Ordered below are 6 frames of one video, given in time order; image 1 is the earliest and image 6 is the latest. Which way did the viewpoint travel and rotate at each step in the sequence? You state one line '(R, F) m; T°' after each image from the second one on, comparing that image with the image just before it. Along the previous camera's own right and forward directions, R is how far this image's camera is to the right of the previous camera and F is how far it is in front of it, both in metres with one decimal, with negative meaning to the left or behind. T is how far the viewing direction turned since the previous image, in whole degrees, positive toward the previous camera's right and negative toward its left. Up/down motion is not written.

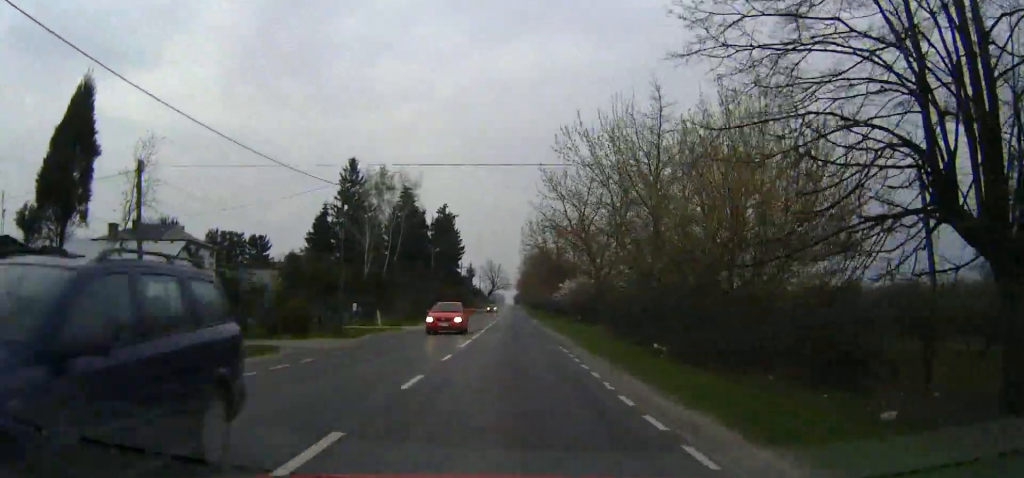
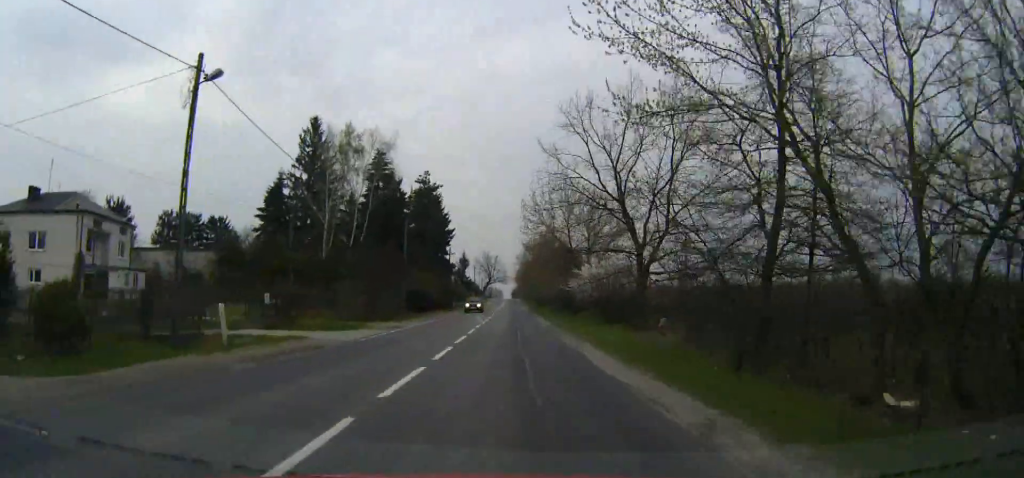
(+0.1, +19.5) m; 0°
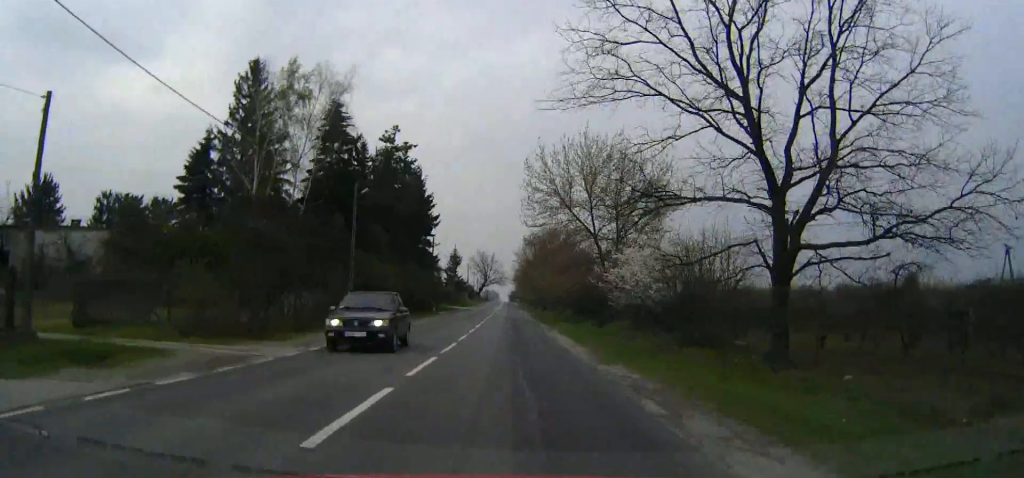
(0.0, +20.7) m; 0°
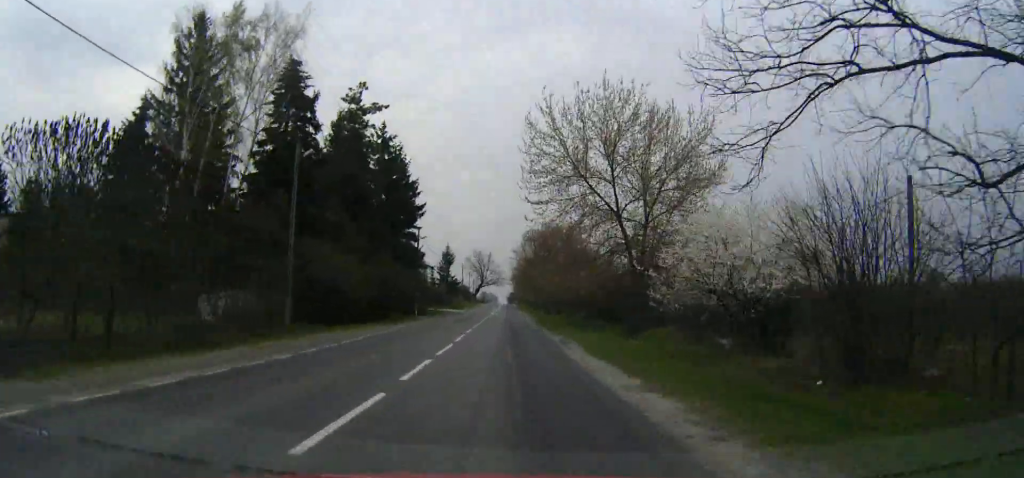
(+0.1, +11.9) m; 0°
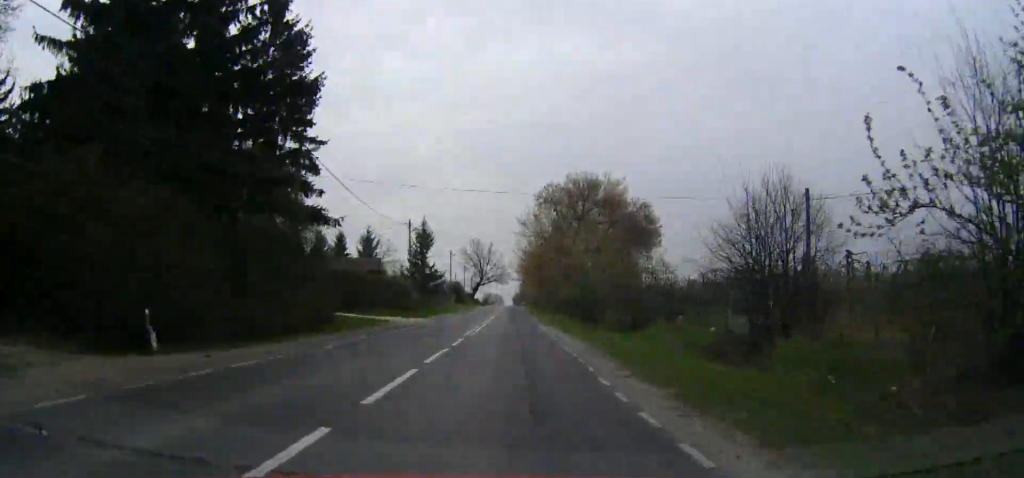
(-0.2, +44.8) m; 0°
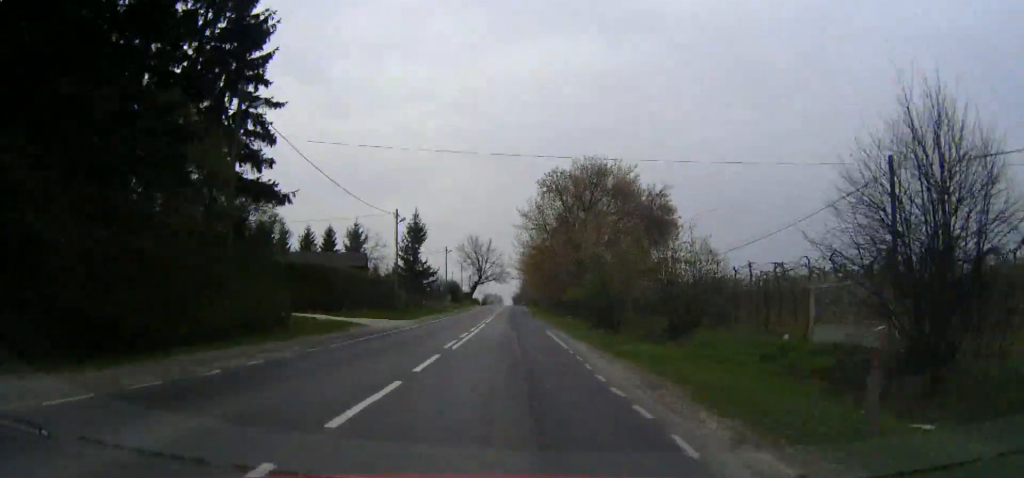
(0.0, +7.7) m; 0°
